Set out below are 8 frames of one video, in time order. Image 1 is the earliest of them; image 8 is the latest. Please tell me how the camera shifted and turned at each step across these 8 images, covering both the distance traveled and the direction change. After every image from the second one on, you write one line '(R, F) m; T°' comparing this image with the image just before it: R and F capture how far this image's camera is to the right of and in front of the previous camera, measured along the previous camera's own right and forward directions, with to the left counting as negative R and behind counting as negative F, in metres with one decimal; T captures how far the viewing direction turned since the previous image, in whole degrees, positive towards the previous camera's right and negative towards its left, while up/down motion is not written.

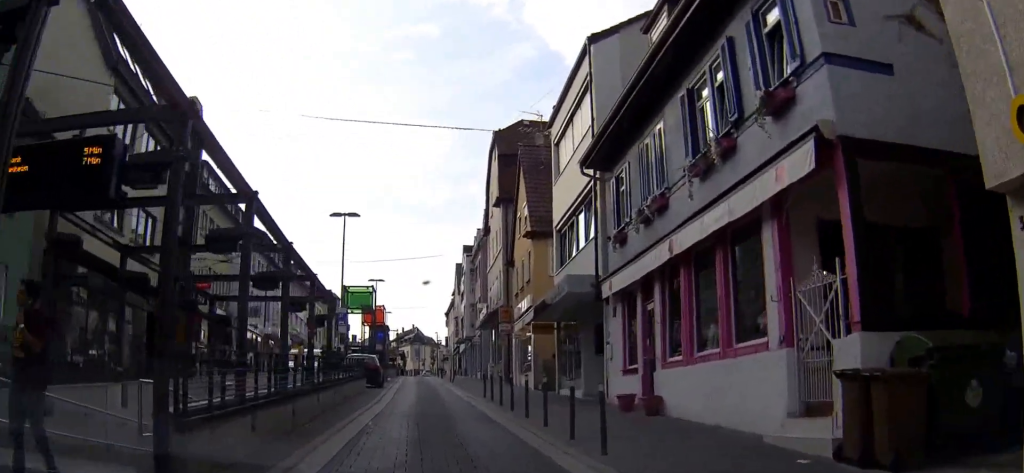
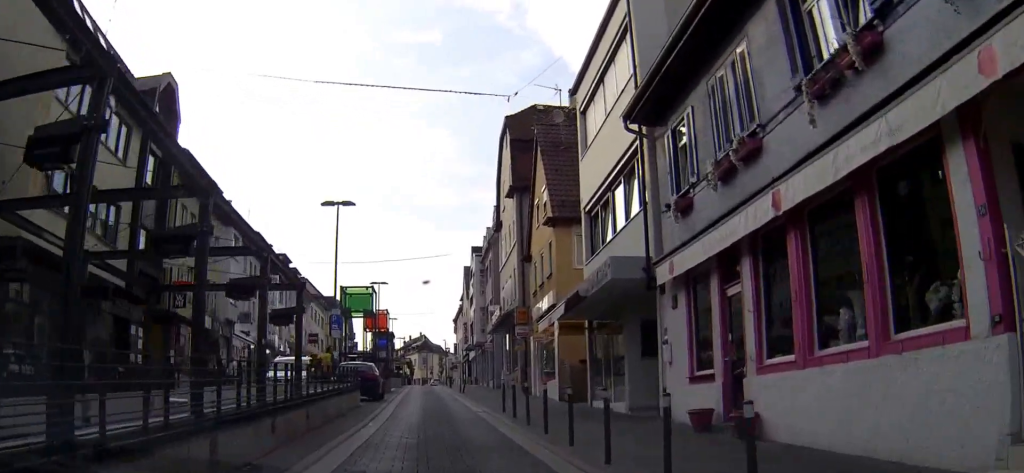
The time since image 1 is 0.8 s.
(0.0, +4.5) m; +1°
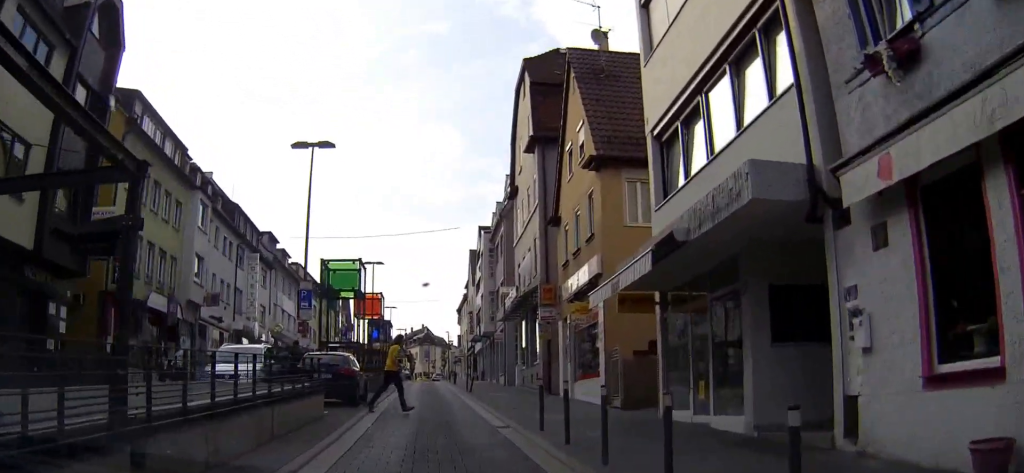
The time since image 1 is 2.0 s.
(+0.3, +7.3) m; +2°
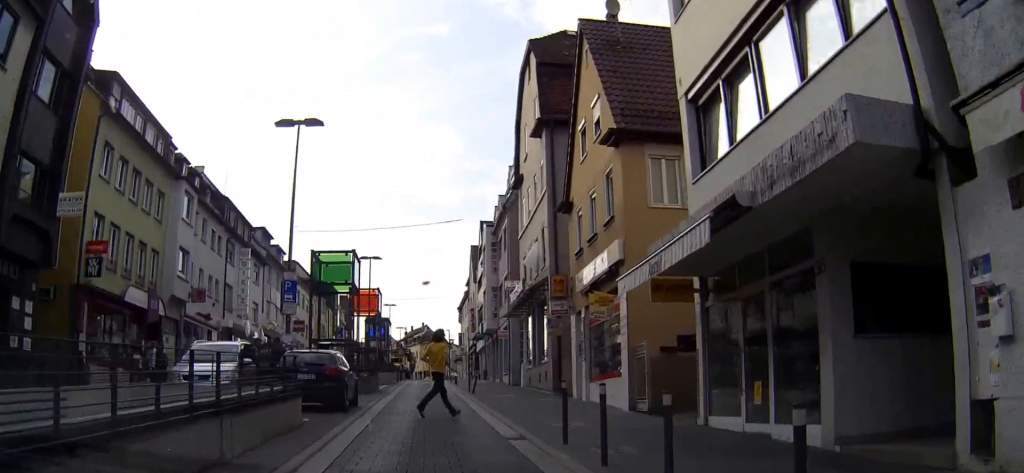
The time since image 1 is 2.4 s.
(0.0, +2.6) m; -1°
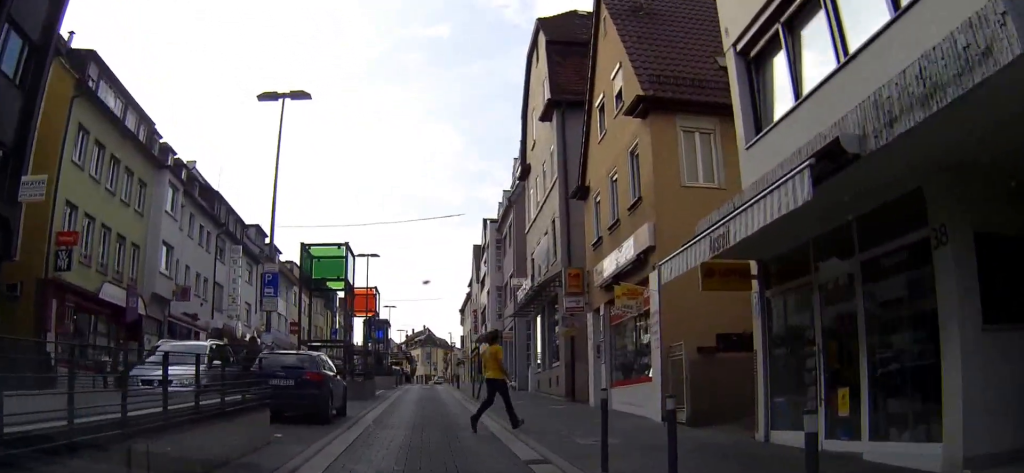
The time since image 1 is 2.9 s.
(-0.1, +2.7) m; -2°
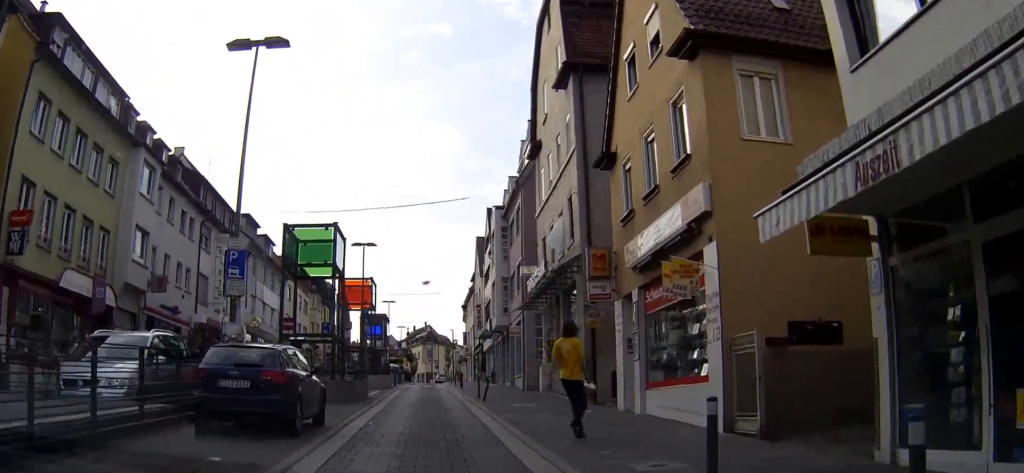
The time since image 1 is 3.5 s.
(-0.1, +3.4) m; -3°
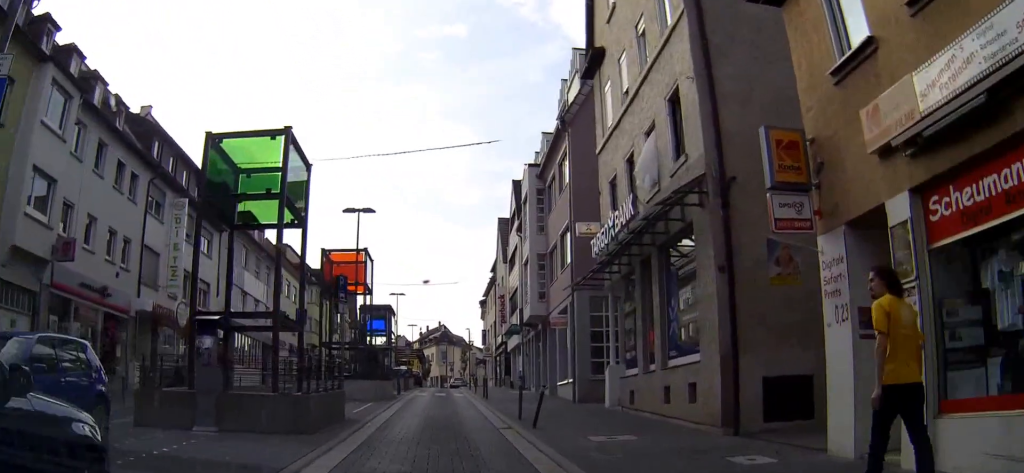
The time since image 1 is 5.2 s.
(-0.4, +9.9) m; -1°
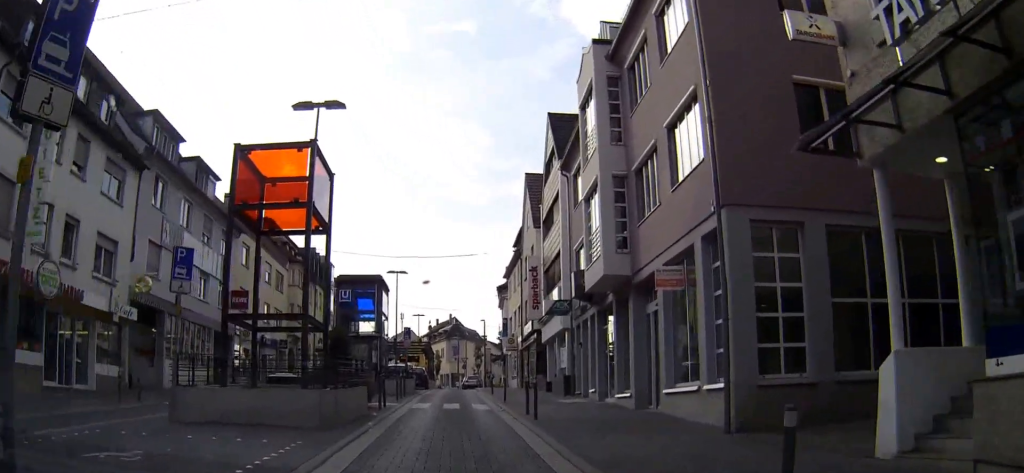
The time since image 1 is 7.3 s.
(+0.2, +13.6) m; -1°
